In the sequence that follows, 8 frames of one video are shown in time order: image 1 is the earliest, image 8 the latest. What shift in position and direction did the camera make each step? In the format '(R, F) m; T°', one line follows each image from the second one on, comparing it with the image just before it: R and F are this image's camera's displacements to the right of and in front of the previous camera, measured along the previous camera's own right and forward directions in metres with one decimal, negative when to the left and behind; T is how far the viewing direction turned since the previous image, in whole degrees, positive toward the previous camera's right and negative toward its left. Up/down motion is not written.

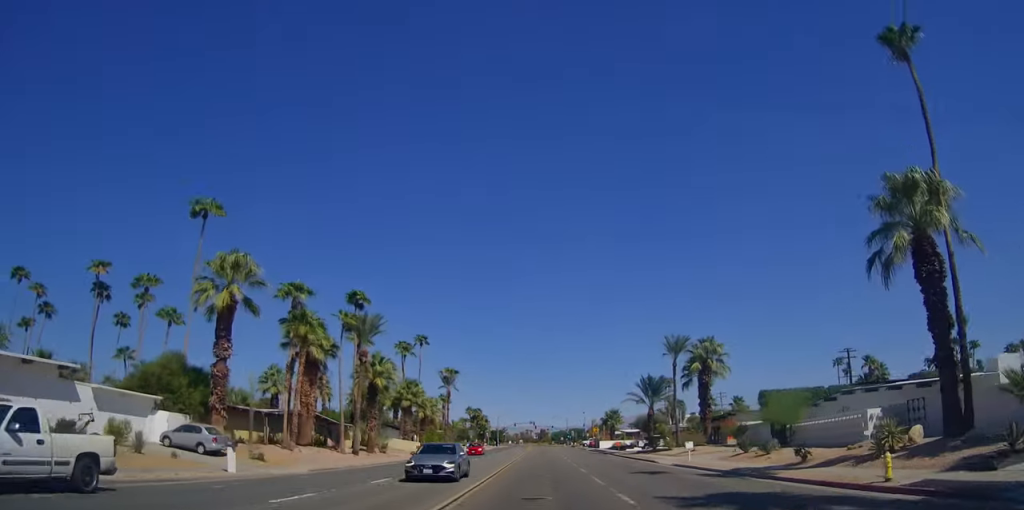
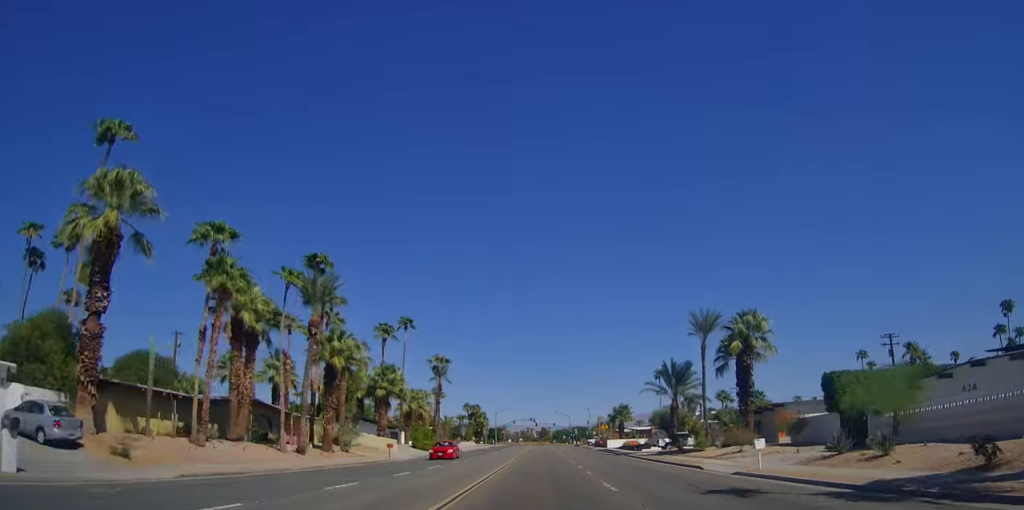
(0.0, +11.3) m; 0°
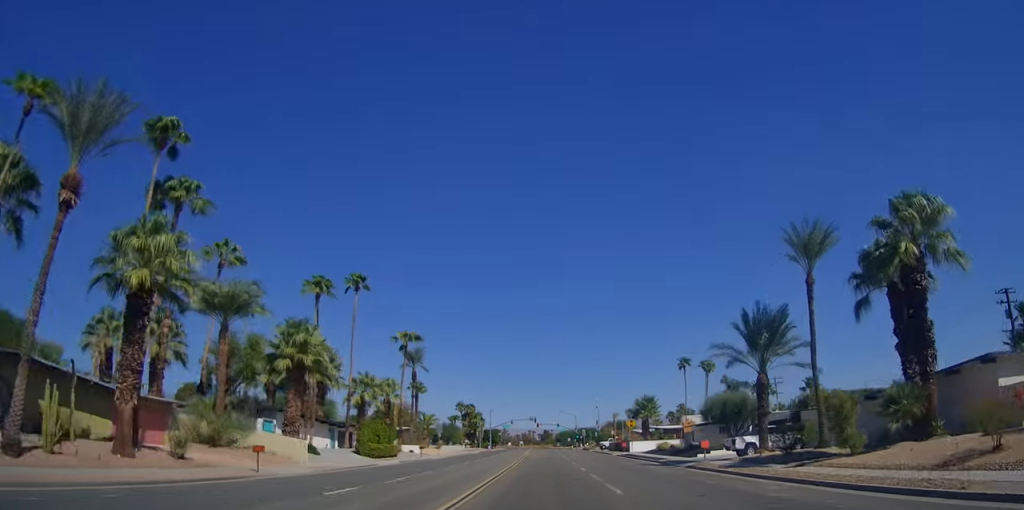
(0.0, +22.6) m; 0°
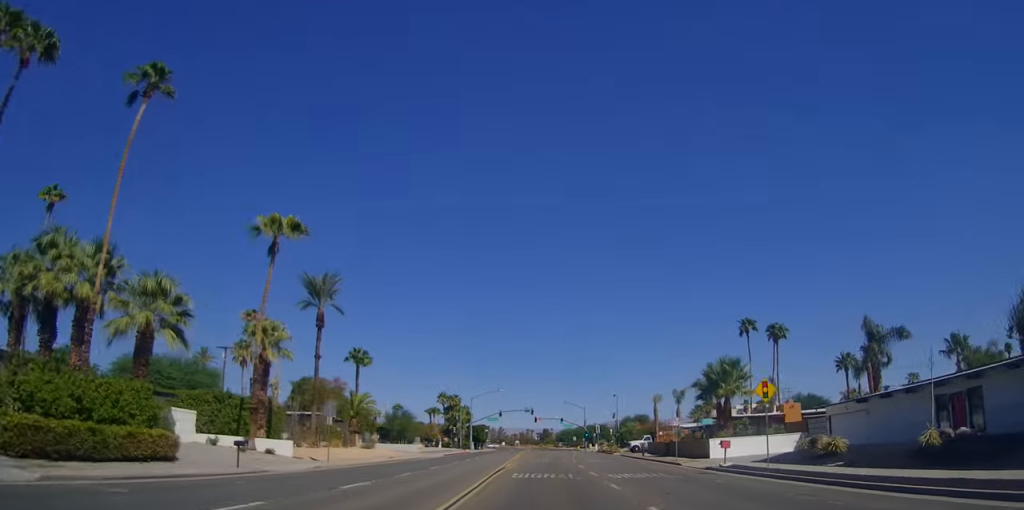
(0.0, +35.4) m; 0°
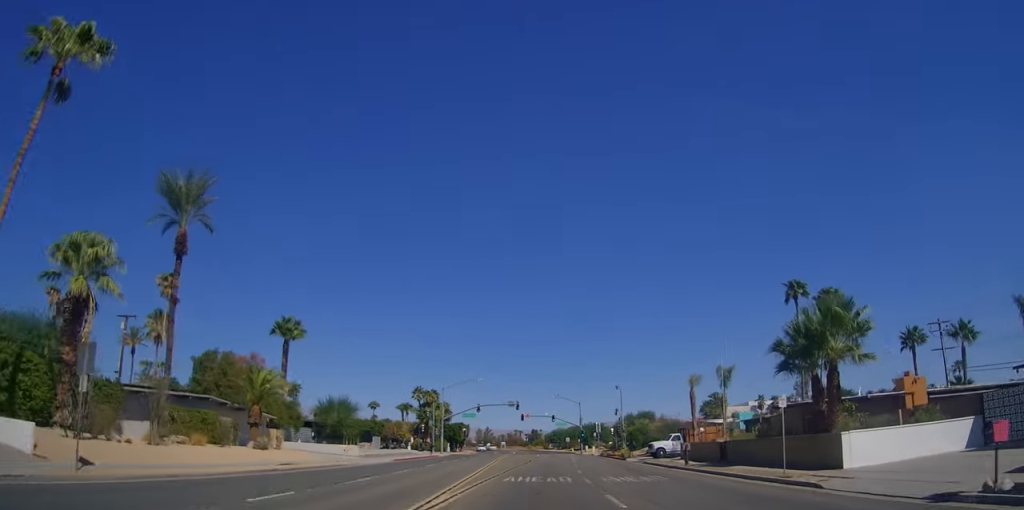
(0.0, +19.2) m; 0°
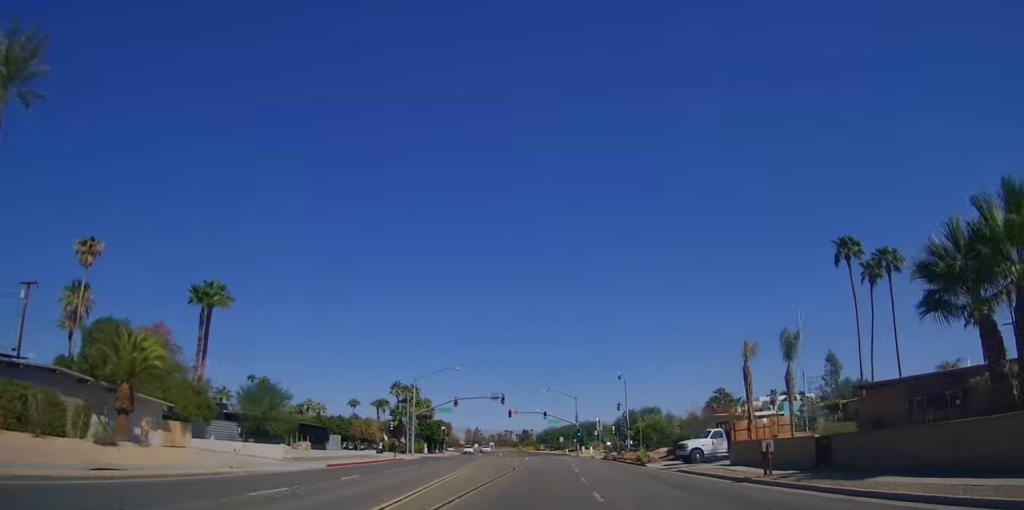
(0.0, +13.7) m; +1°
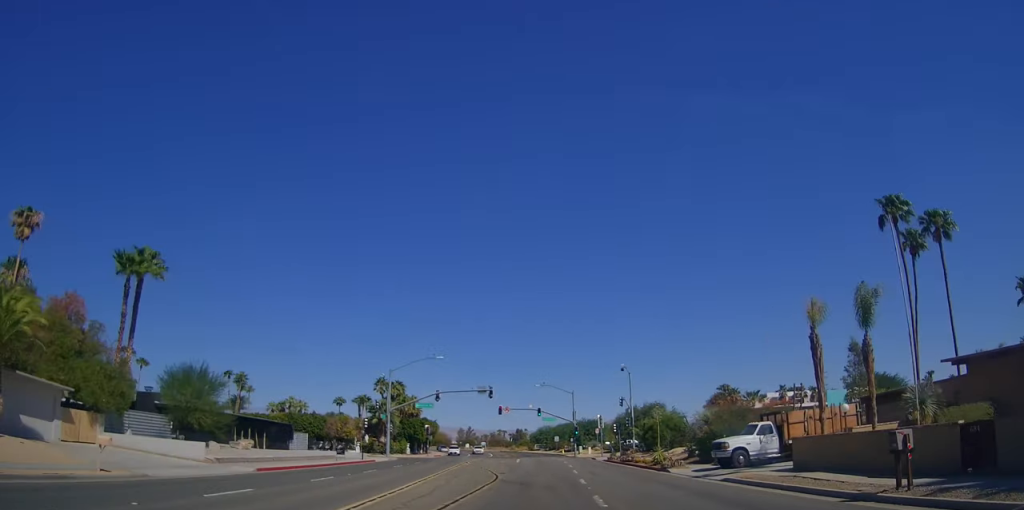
(-0.2, +8.7) m; +1°
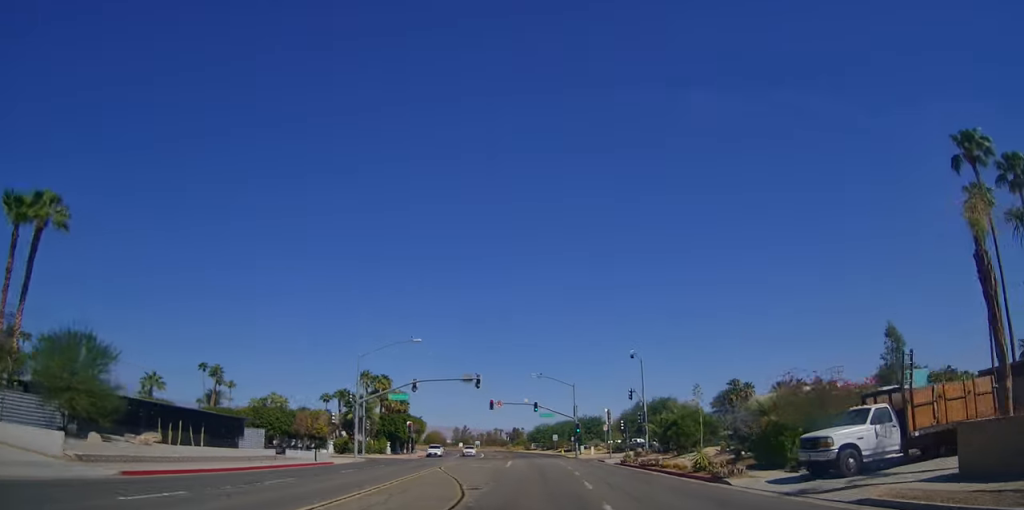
(+0.4, +9.8) m; 0°
